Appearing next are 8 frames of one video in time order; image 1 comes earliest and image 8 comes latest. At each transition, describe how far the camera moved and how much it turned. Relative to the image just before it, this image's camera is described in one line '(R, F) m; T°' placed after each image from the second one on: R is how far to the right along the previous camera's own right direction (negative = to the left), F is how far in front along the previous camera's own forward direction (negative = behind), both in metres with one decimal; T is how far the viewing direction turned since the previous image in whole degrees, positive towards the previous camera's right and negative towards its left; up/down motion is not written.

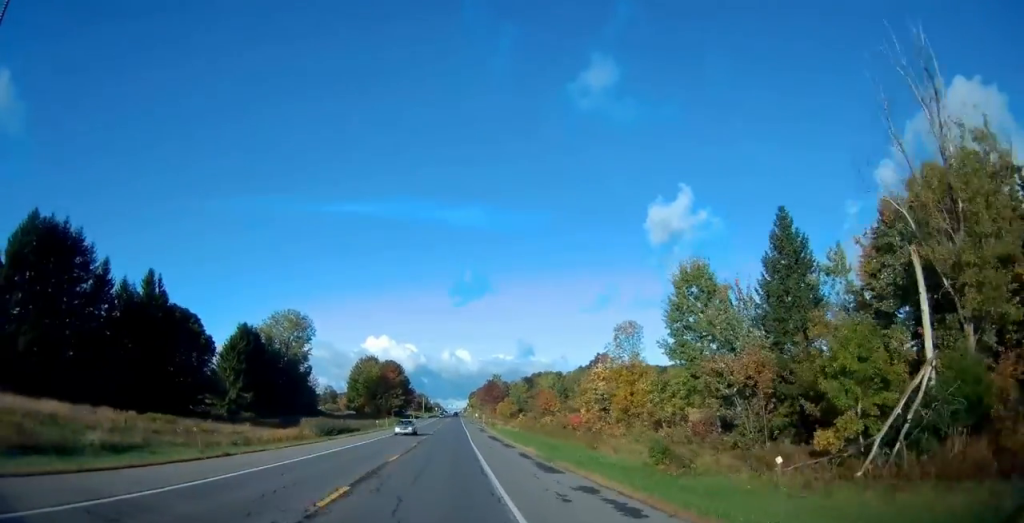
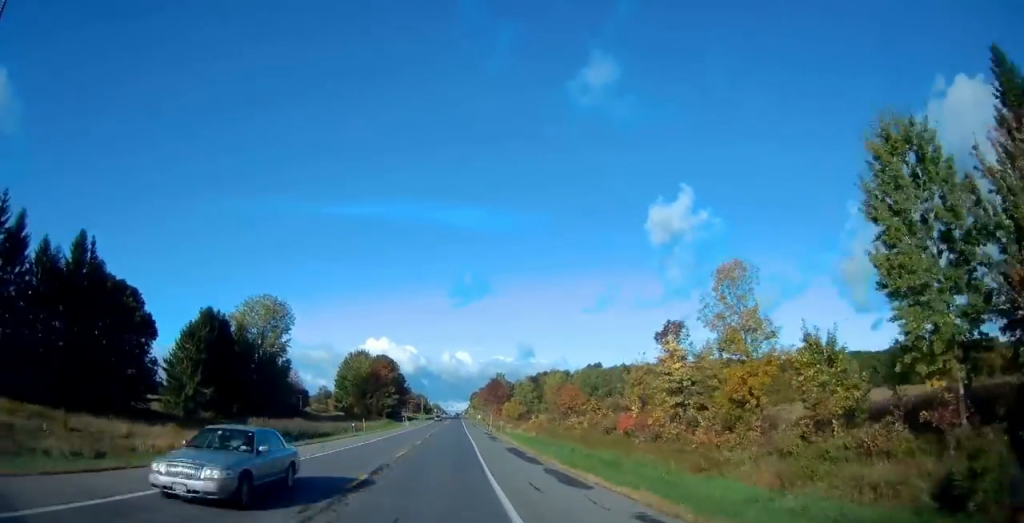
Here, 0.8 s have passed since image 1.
(+0.3, +21.2) m; 0°
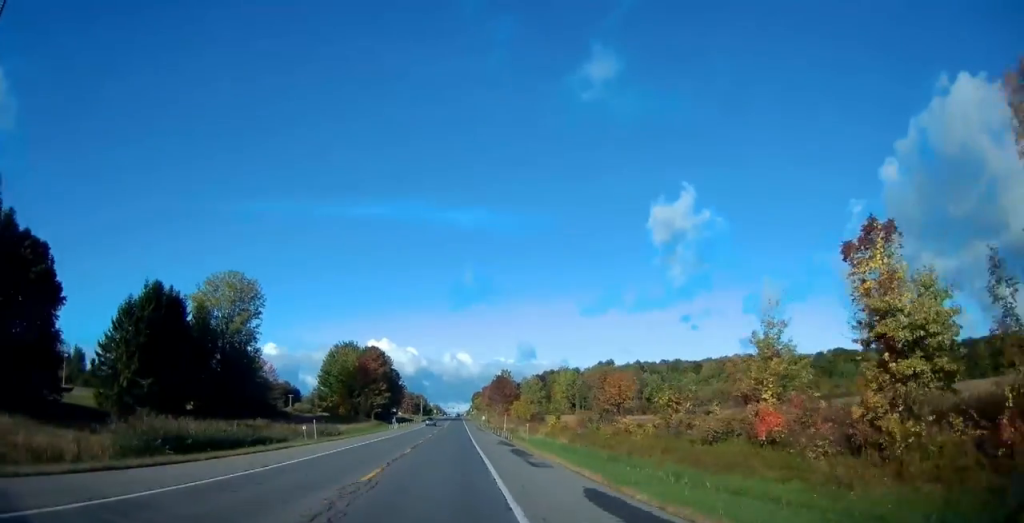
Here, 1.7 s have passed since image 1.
(-0.3, +22.3) m; -2°
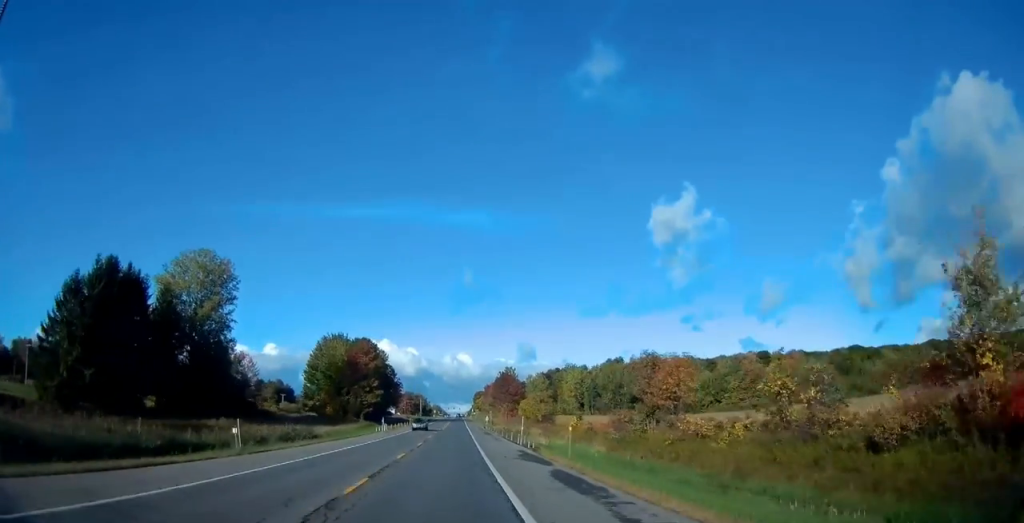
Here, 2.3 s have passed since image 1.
(-0.3, +15.1) m; 0°
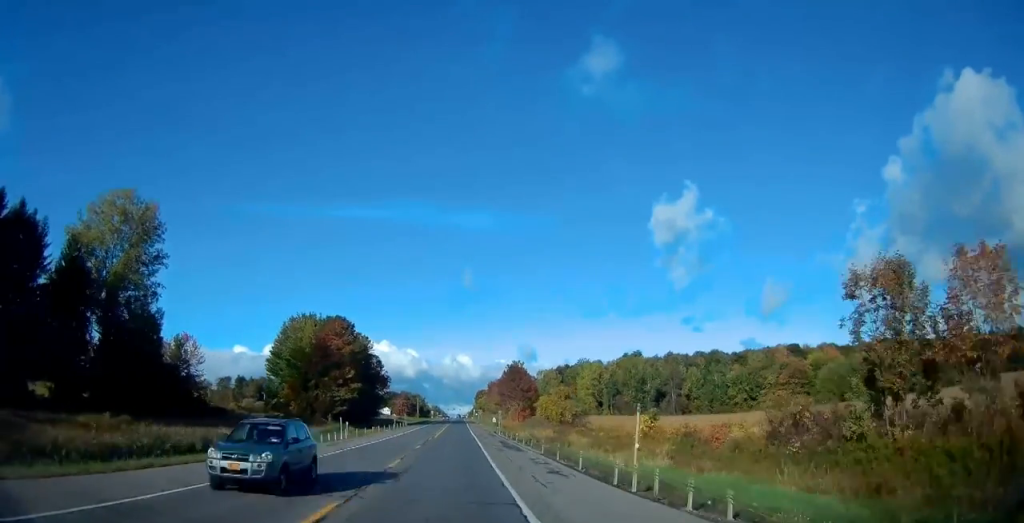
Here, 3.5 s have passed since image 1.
(+0.1, +29.2) m; +1°
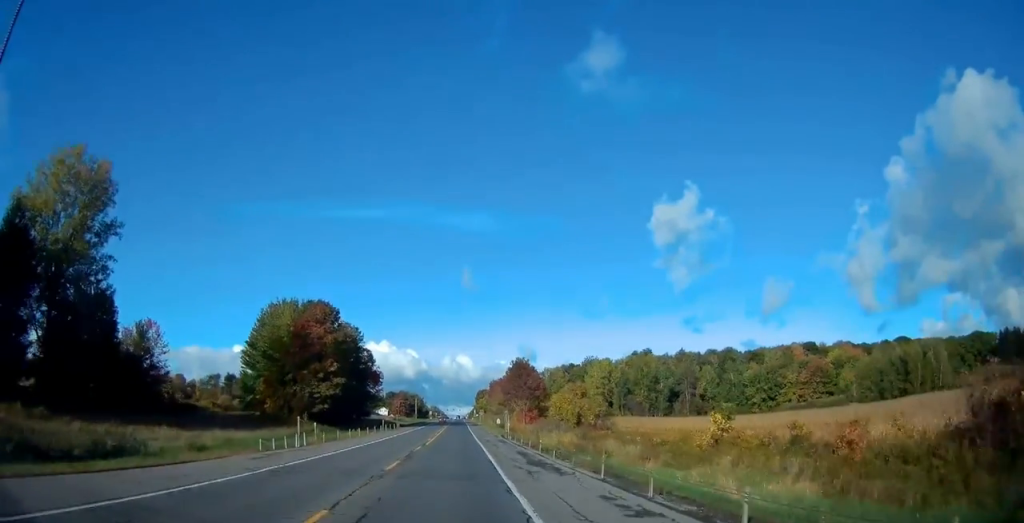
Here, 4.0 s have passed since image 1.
(+0.1, +13.1) m; 0°
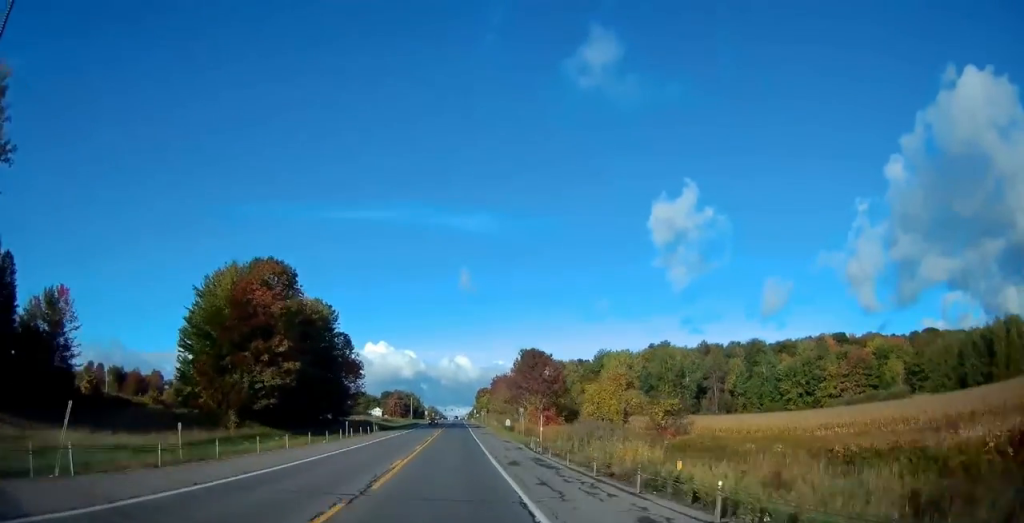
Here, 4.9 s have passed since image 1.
(0.0, +23.0) m; 0°
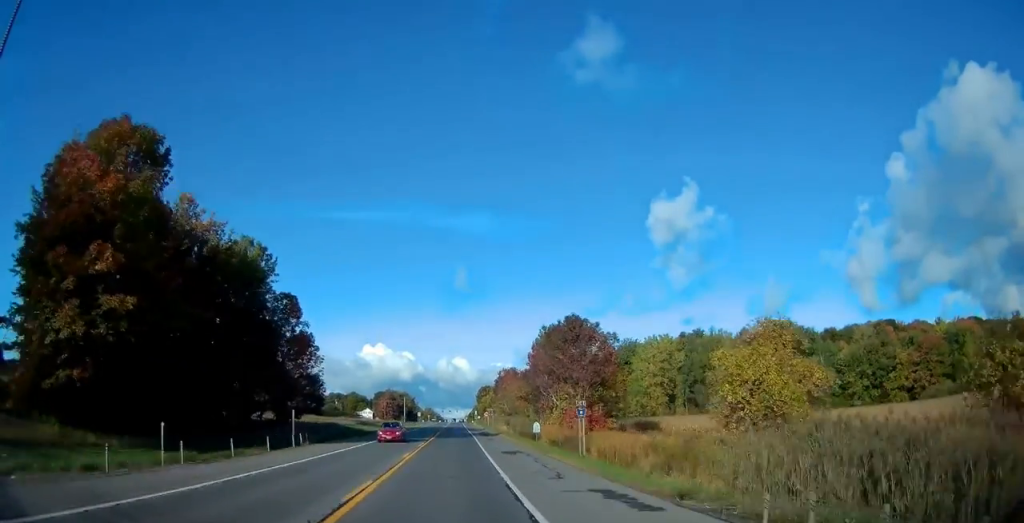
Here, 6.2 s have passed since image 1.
(0.0, +32.7) m; 0°
